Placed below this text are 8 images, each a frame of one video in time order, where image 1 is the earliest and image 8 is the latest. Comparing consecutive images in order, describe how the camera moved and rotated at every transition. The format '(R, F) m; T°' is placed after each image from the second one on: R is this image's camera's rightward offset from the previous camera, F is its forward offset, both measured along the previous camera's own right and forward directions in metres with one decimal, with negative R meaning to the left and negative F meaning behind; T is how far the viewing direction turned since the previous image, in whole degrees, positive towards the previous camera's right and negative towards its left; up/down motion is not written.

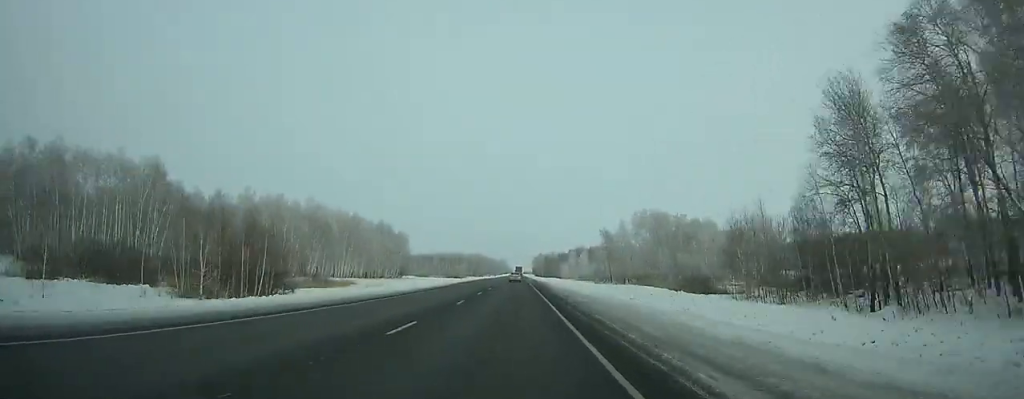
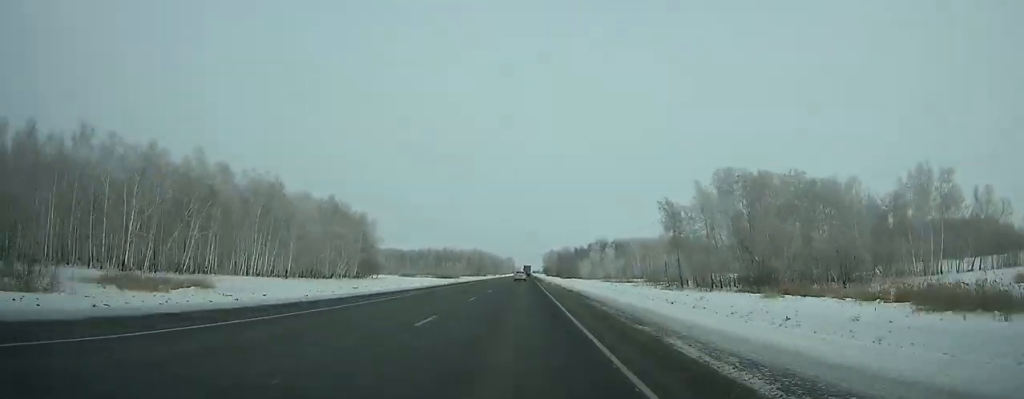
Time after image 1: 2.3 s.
(-7.7, +69.8) m; -3°
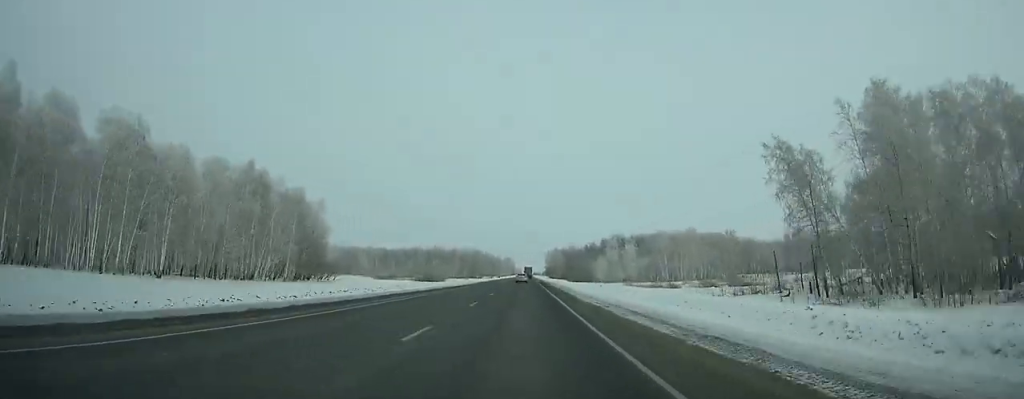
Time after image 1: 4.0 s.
(+1.8, +52.3) m; +1°
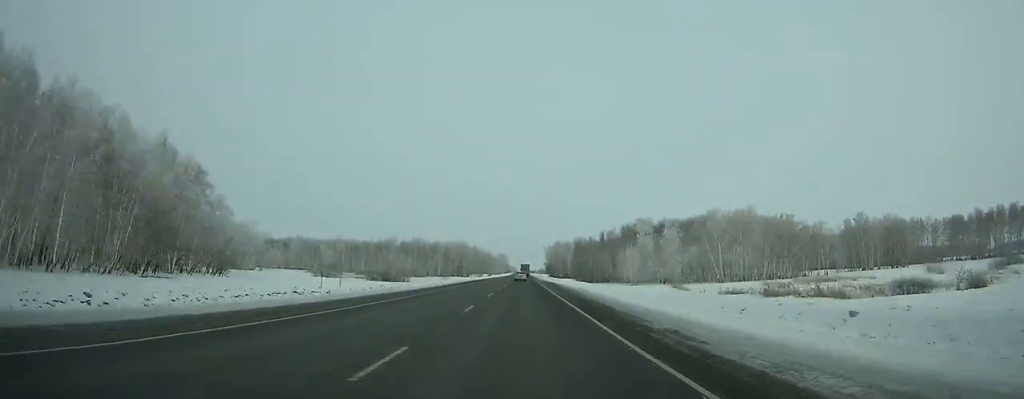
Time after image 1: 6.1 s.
(+1.8, +64.8) m; +2°
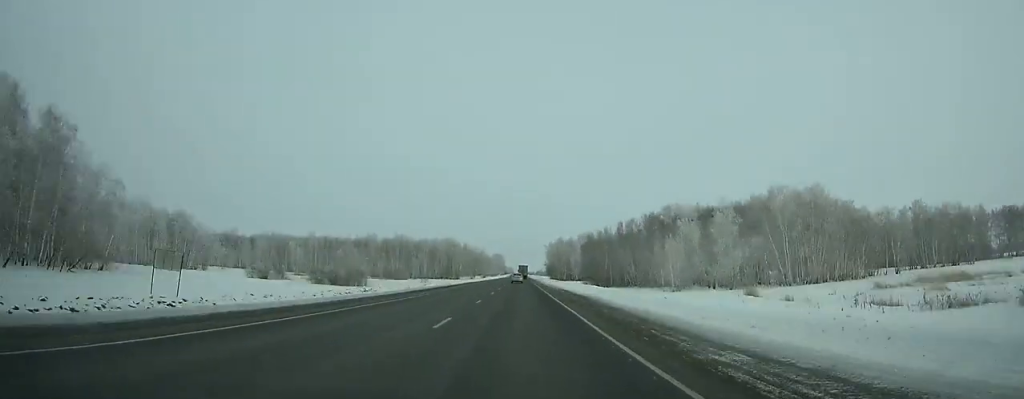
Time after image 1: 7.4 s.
(0.0, +40.2) m; 0°
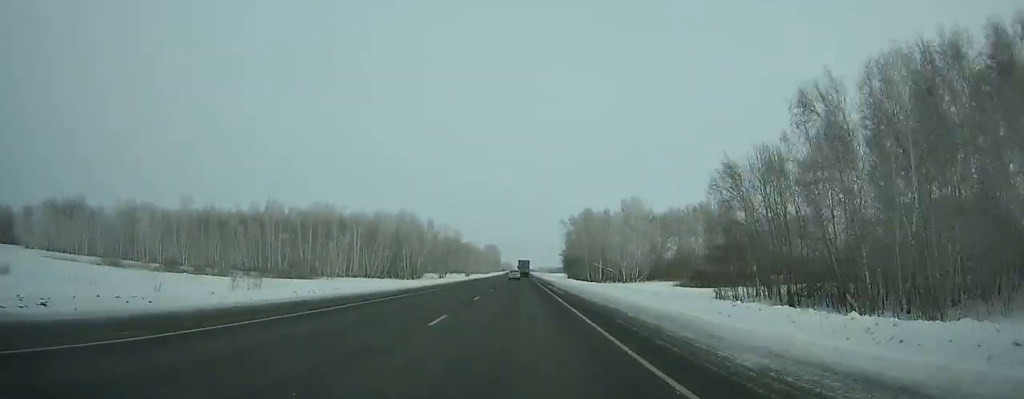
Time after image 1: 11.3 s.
(+0.3, +120.0) m; +1°
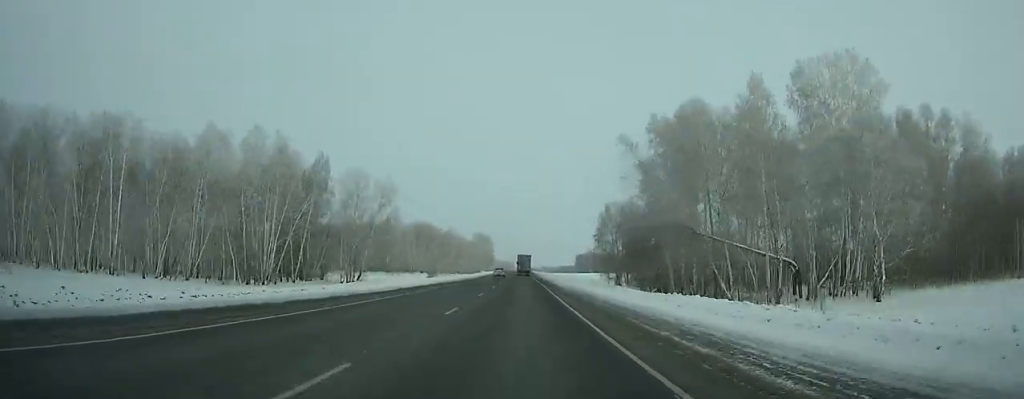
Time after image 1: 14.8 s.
(+0.5, +106.4) m; 0°
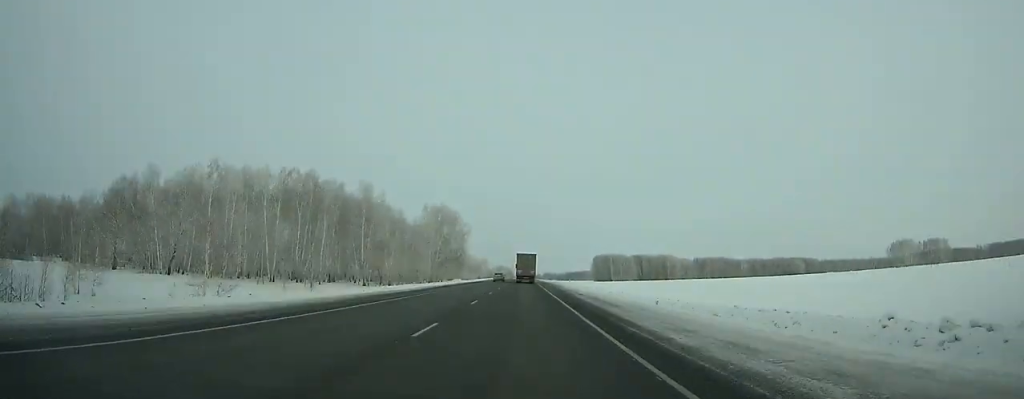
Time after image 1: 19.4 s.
(-0.9, +136.8) m; -1°
